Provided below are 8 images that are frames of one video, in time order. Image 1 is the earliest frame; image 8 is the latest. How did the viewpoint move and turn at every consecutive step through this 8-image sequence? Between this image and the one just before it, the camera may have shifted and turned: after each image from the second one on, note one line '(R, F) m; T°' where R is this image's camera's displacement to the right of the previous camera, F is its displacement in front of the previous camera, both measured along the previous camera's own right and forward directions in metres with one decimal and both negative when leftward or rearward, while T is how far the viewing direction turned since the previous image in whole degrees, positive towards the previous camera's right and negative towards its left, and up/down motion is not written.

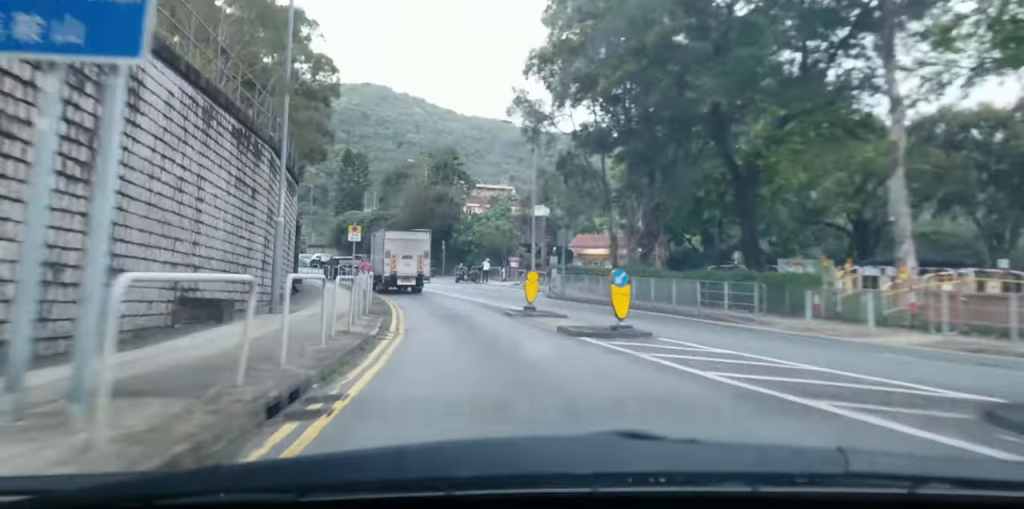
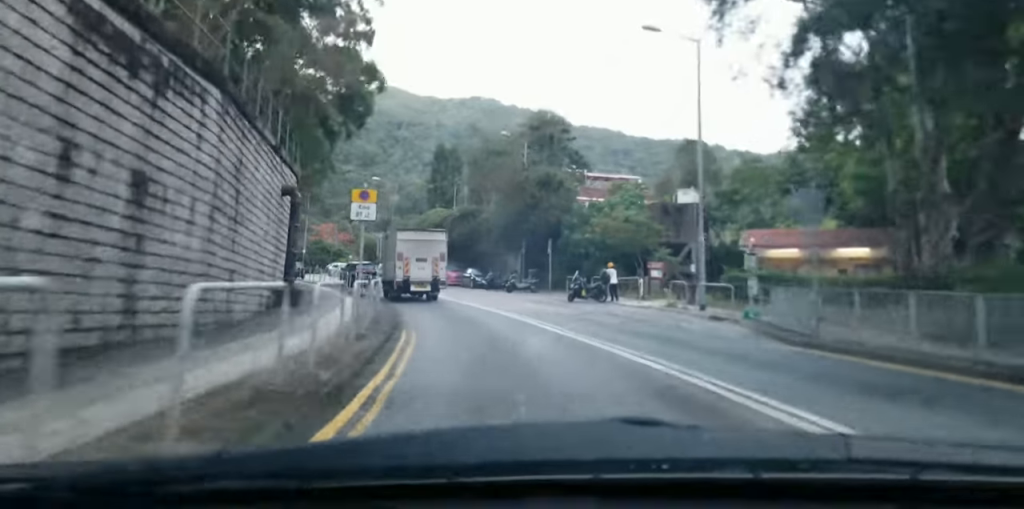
(-1.2, +18.2) m; -4°
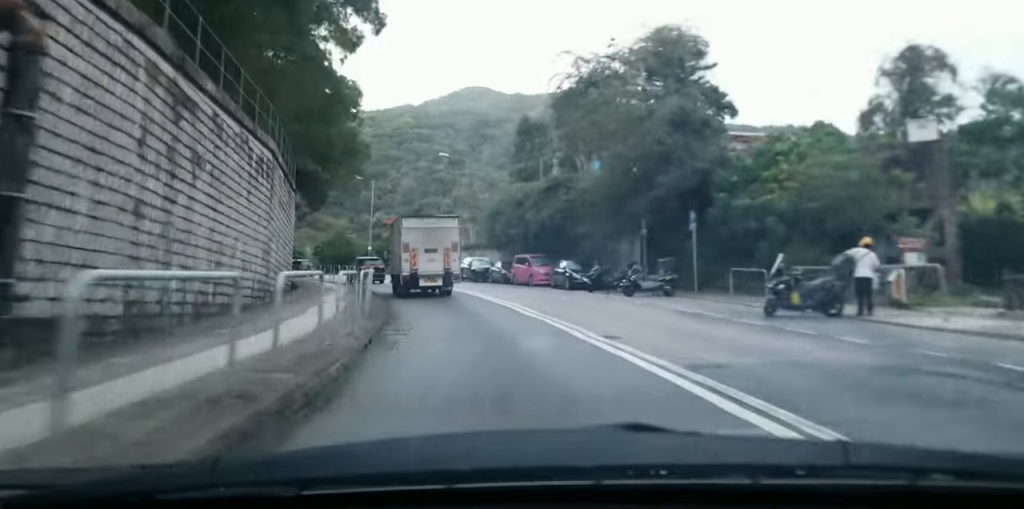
(-0.4, +16.4) m; -7°
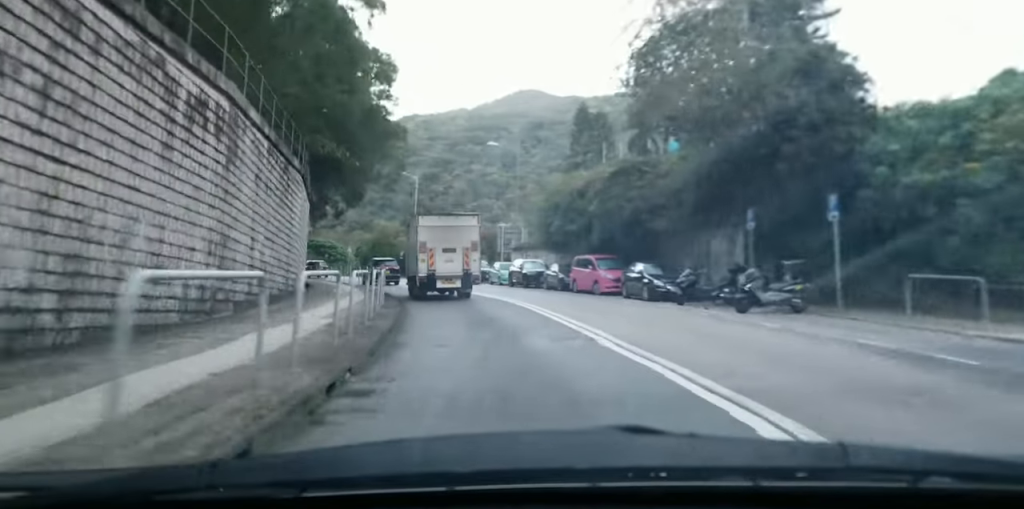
(-0.7, +8.0) m; -4°
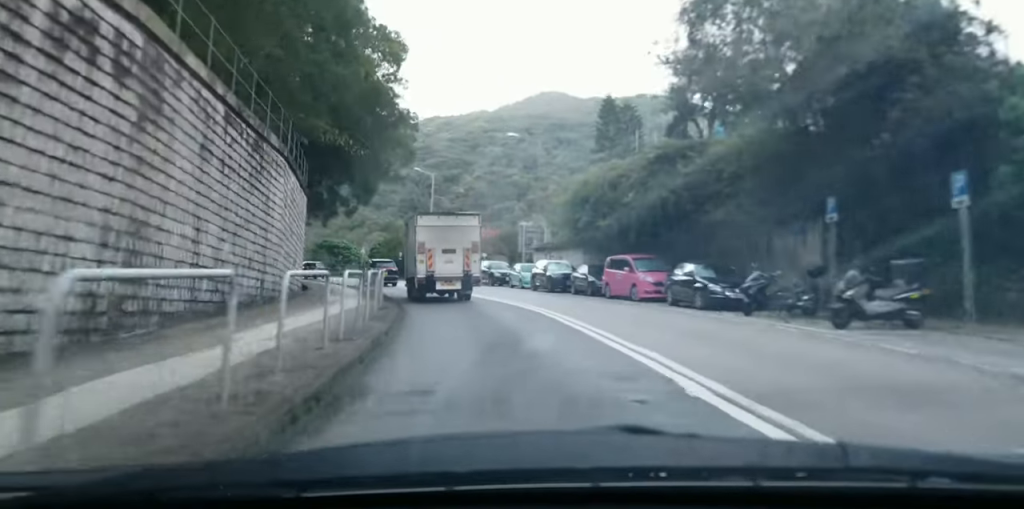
(-0.1, +4.9) m; -1°
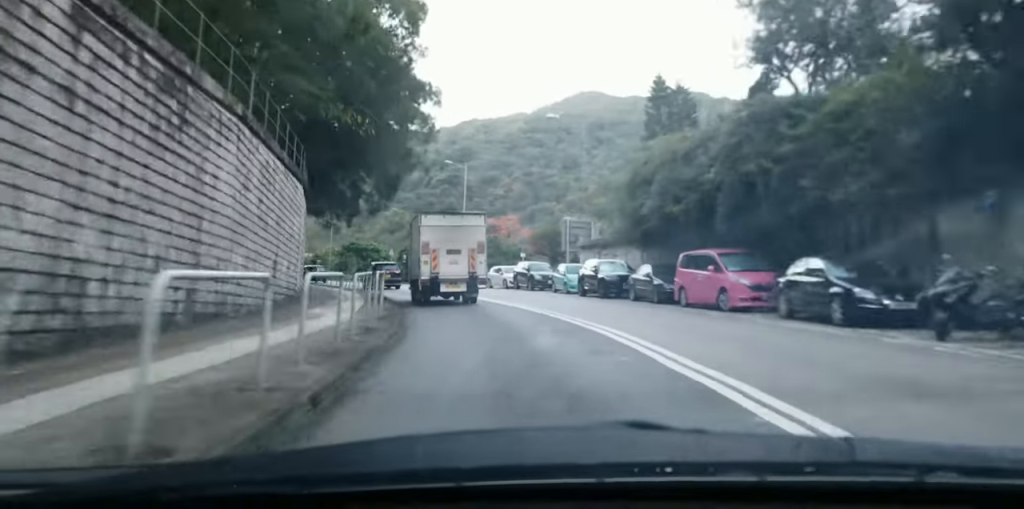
(0.0, +7.2) m; 0°
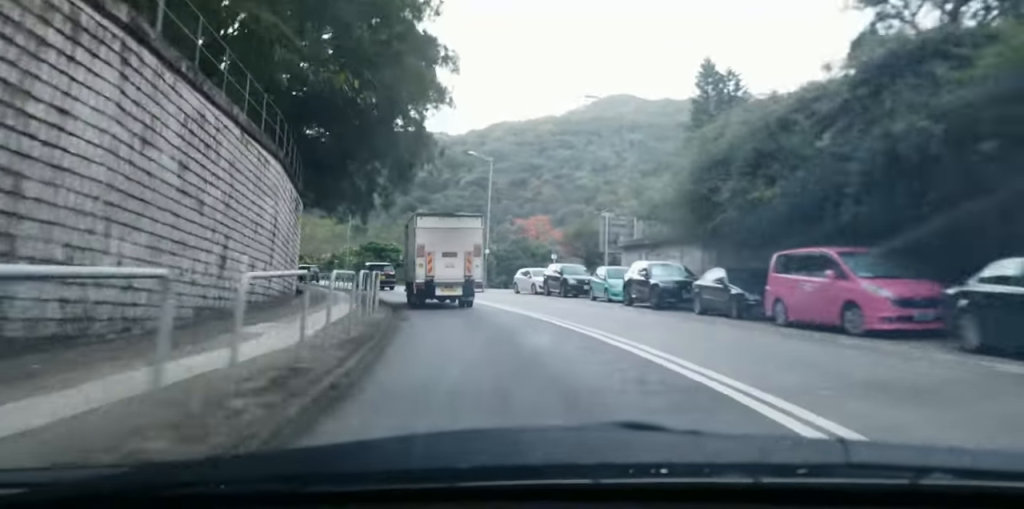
(0.0, +6.7) m; 0°
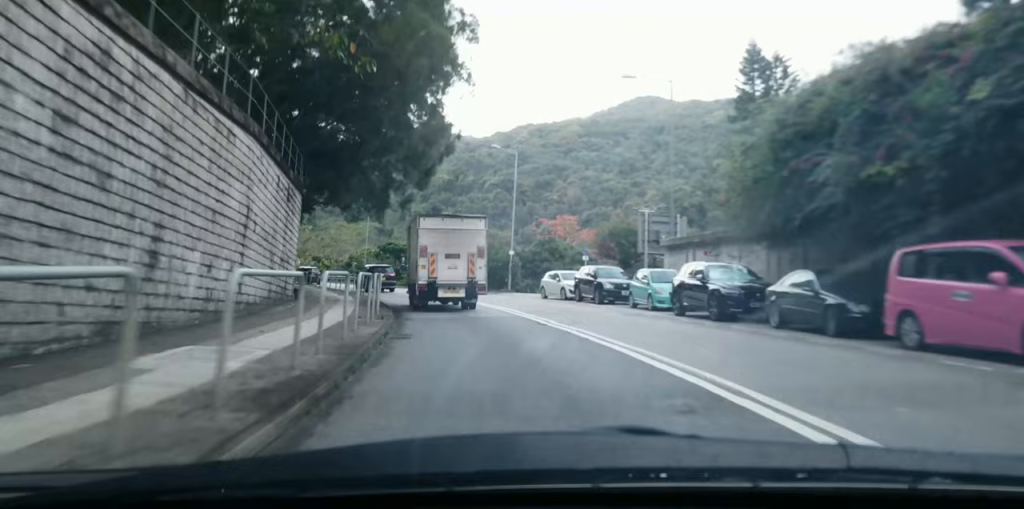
(0.0, +4.9) m; 0°
